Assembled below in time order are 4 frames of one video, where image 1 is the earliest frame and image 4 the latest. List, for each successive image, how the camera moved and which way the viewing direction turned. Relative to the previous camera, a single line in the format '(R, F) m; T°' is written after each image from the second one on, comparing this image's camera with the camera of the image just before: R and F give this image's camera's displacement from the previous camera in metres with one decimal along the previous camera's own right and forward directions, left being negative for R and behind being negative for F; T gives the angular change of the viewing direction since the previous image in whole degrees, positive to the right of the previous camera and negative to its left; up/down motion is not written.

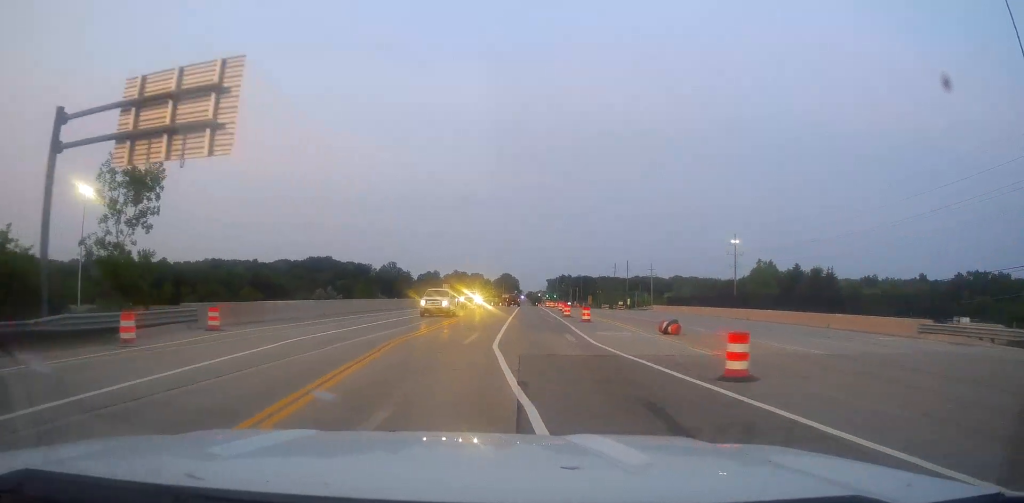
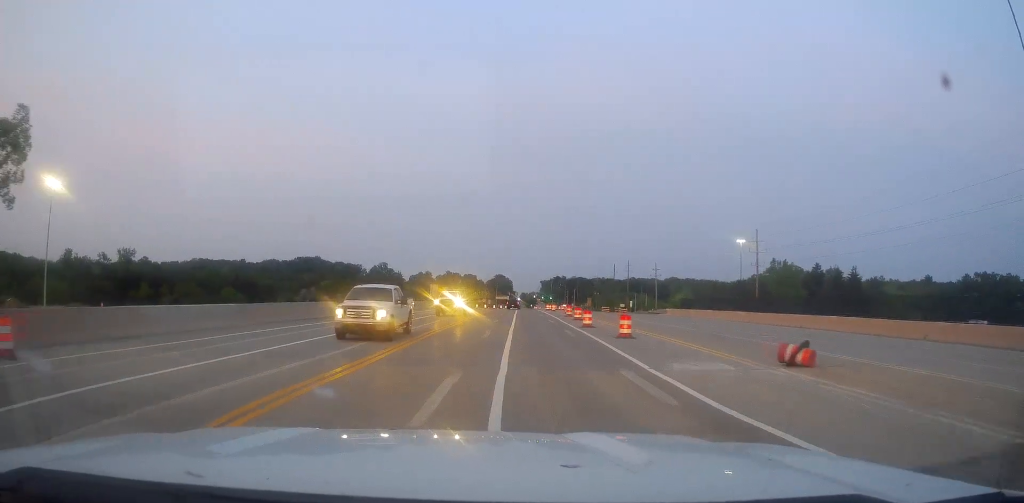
(-0.1, +11.5) m; +1°
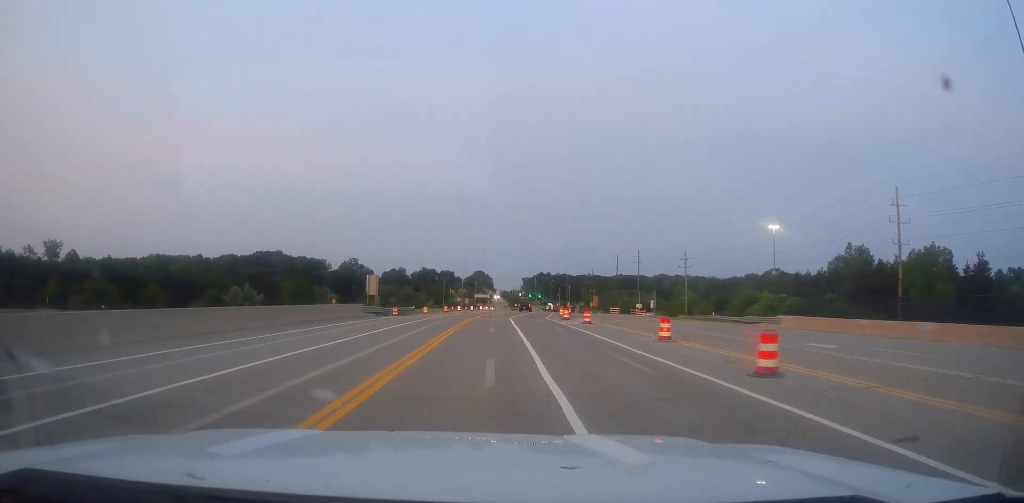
(+1.8, +40.0) m; +3°
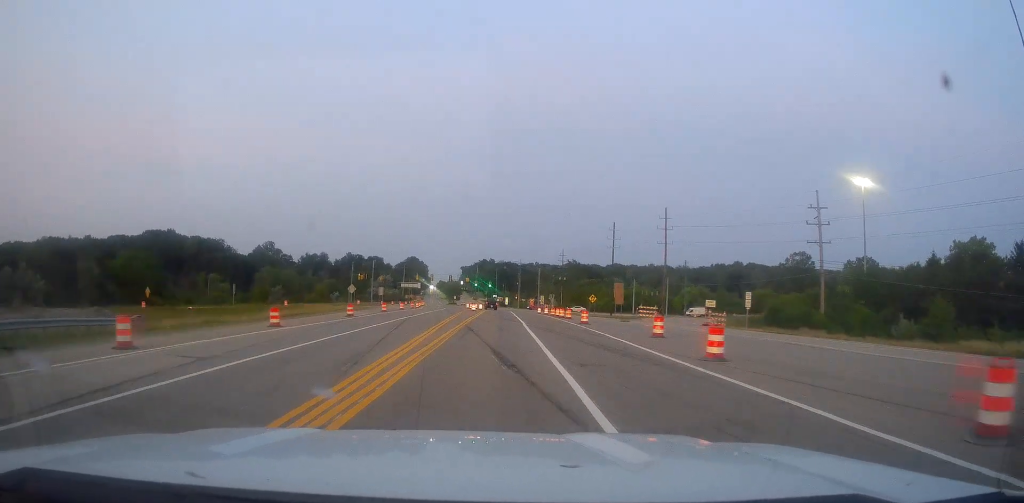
(+0.3, +70.8) m; +2°
